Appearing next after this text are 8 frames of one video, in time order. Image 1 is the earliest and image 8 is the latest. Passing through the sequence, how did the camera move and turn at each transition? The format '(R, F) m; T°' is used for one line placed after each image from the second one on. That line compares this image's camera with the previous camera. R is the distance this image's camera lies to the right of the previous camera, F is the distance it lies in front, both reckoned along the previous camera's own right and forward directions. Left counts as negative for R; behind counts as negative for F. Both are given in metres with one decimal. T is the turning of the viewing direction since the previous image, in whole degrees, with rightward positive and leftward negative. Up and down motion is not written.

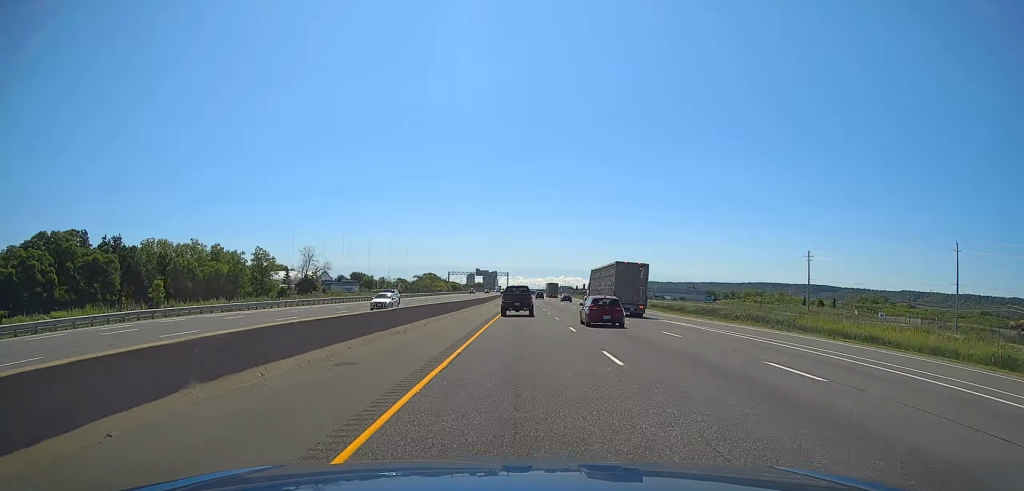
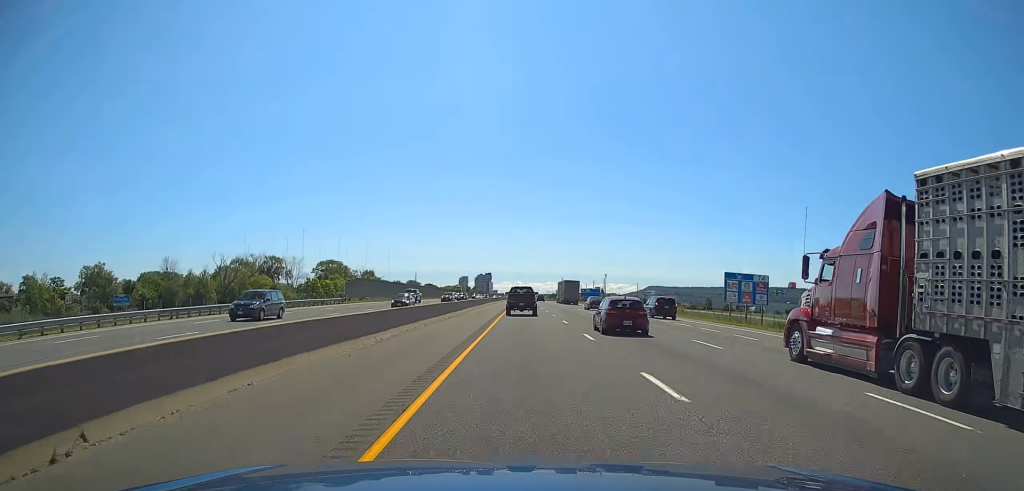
(+0.4, +243.3) m; 0°
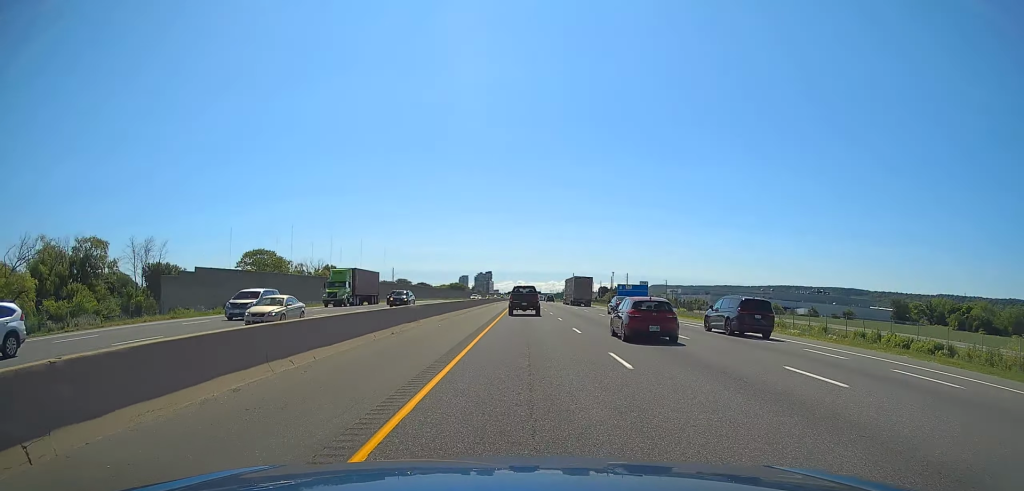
(+0.1, +61.1) m; 0°
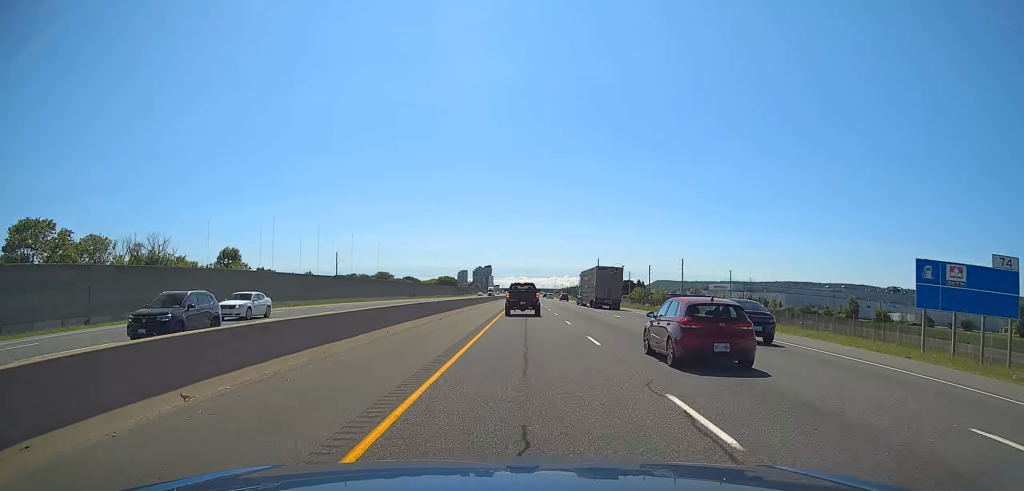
(0.0, +76.6) m; 0°
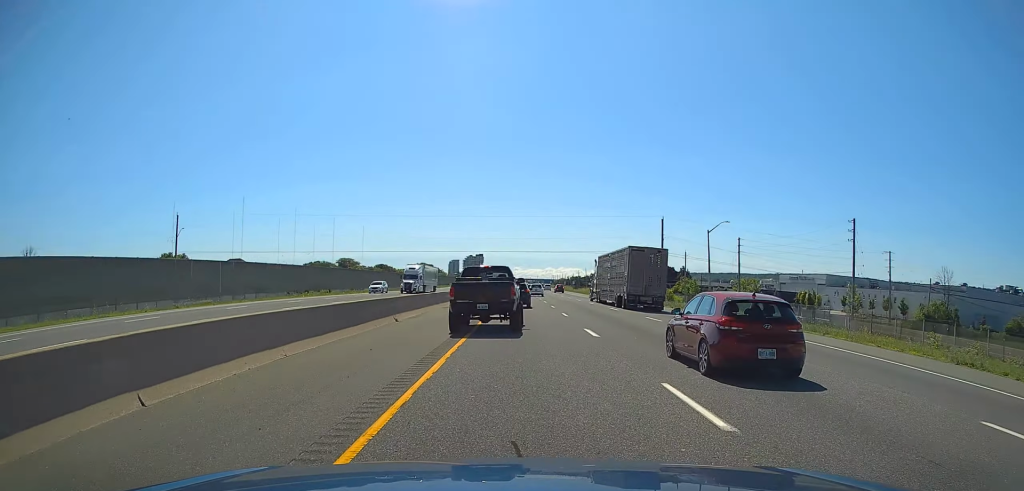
(-0.1, +82.3) m; 0°
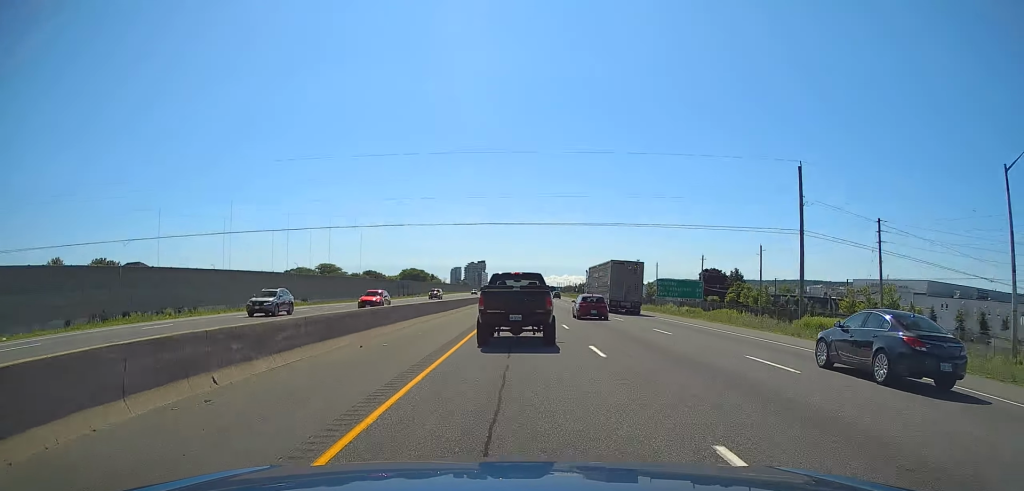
(0.0, +56.2) m; 0°
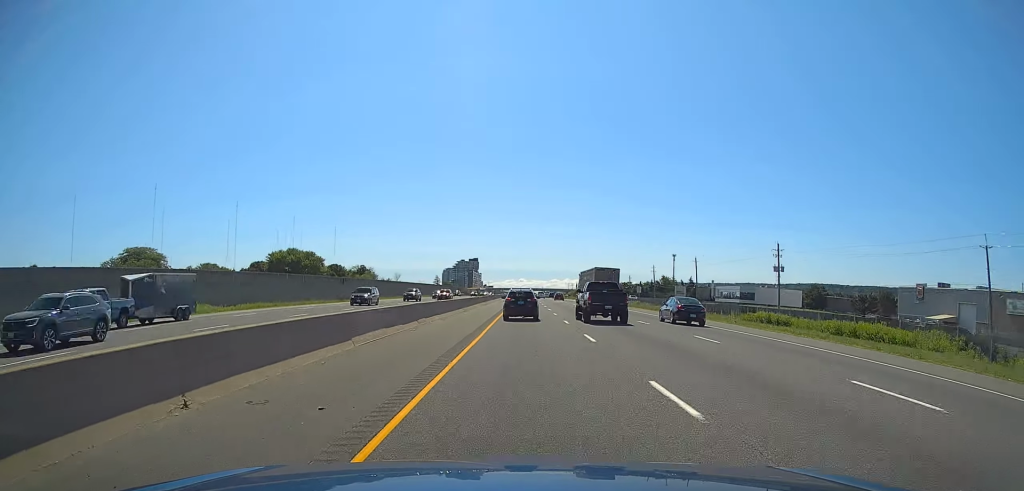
(0.0, +179.4) m; 0°
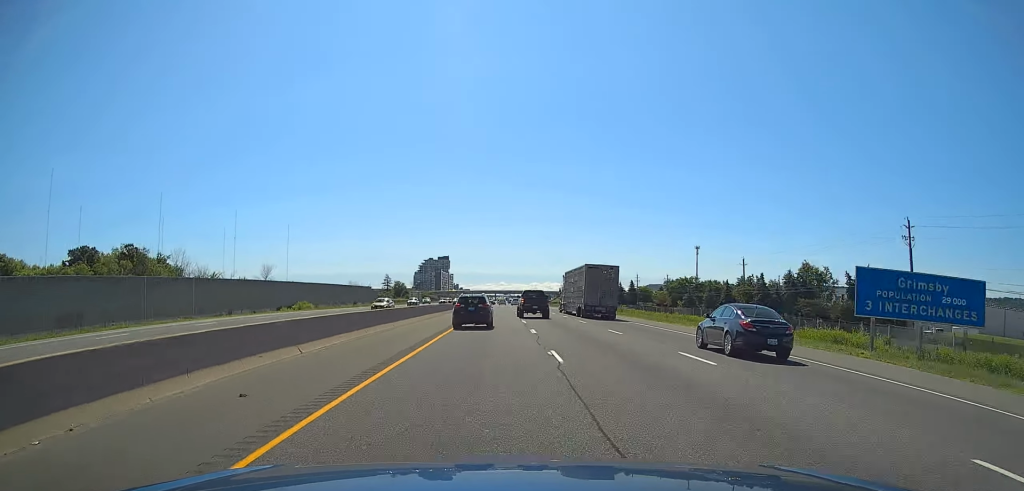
(+0.3, +154.3) m; 0°
